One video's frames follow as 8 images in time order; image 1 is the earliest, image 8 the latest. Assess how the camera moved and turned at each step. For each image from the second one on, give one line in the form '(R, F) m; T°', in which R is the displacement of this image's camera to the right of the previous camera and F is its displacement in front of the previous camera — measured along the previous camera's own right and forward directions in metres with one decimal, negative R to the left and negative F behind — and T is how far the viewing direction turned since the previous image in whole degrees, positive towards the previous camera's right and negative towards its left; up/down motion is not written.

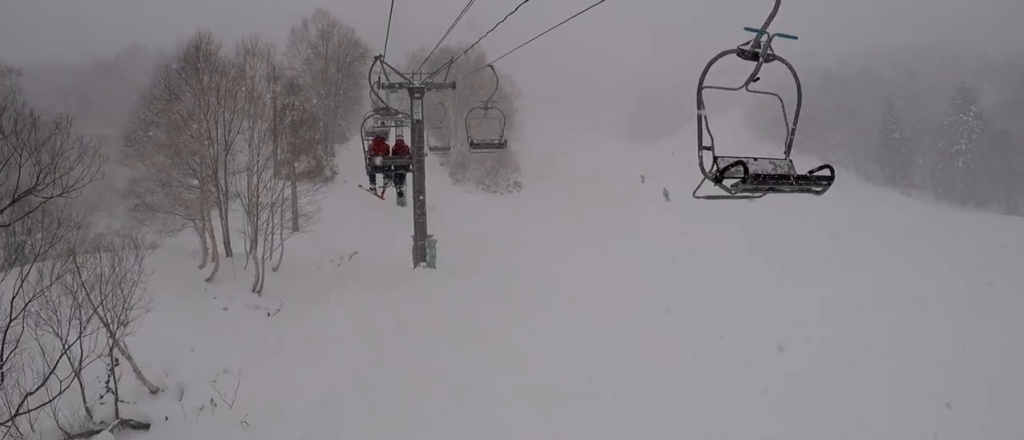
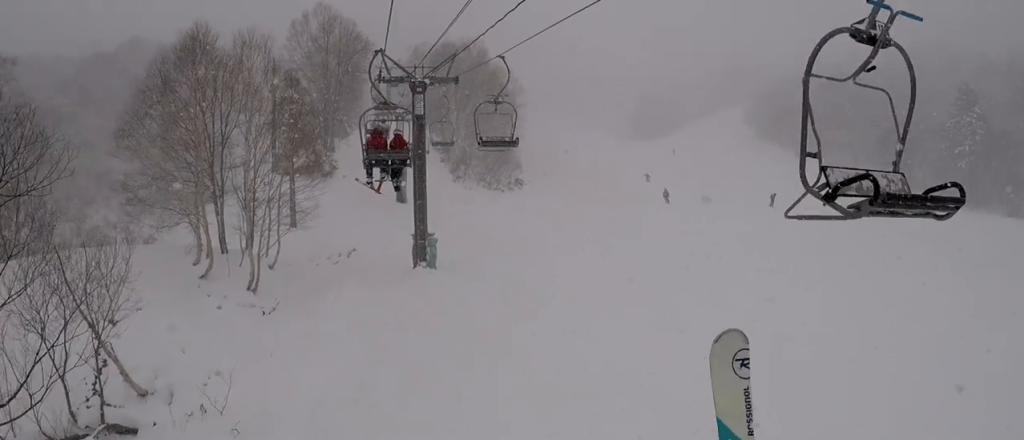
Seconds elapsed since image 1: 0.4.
(0.0, +0.8) m; 0°
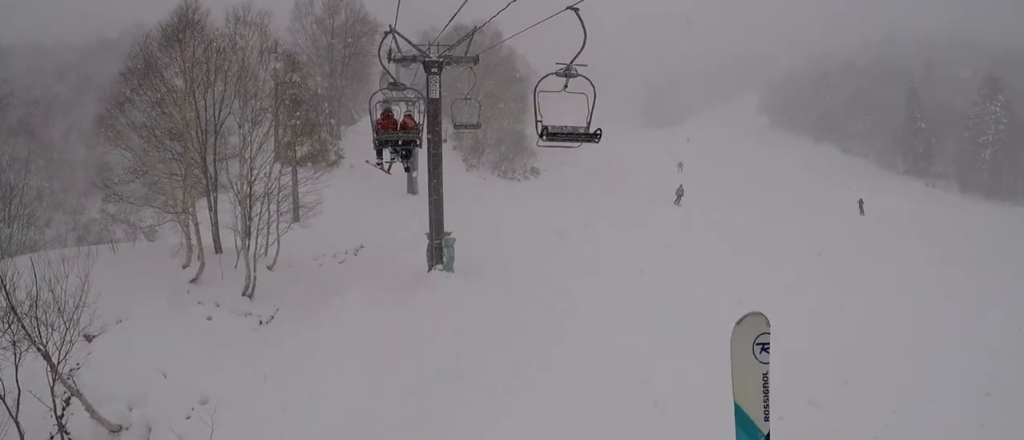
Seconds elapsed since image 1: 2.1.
(-0.2, +2.9) m; -11°
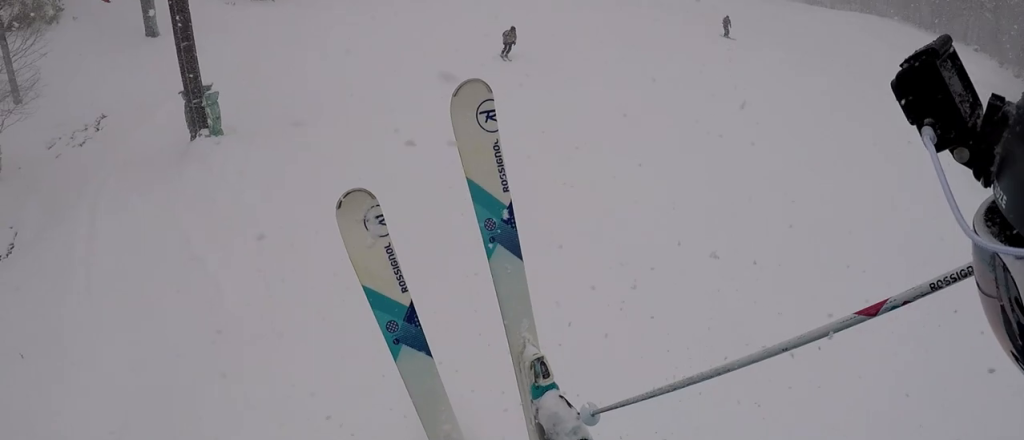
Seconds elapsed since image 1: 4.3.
(-0.5, +3.9) m; -10°
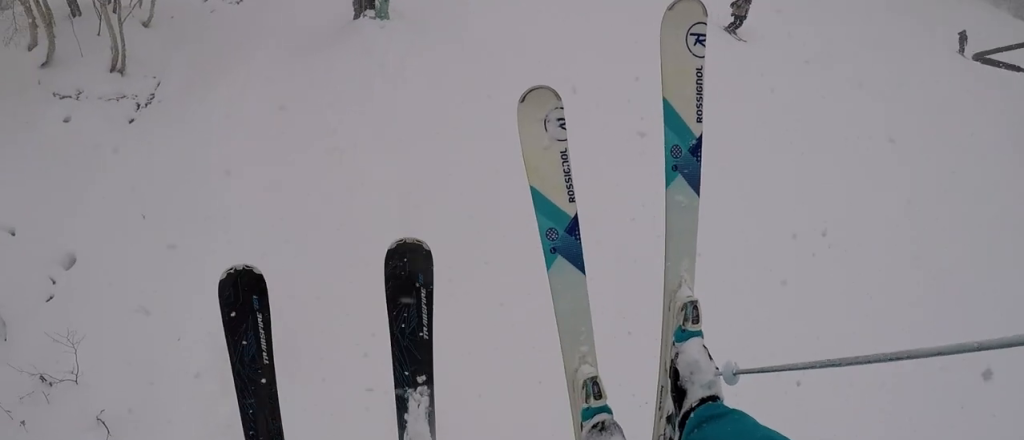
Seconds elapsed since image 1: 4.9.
(0.0, +1.1) m; 0°
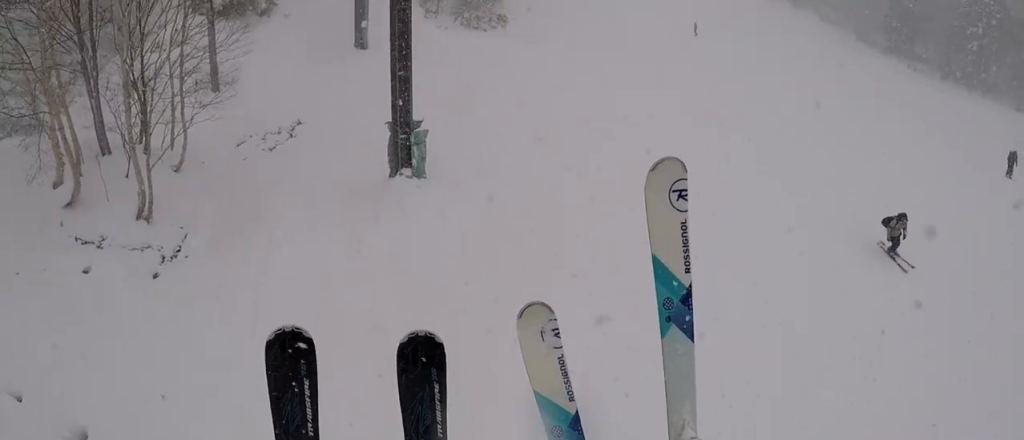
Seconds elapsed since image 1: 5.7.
(0.0, +1.5) m; 0°
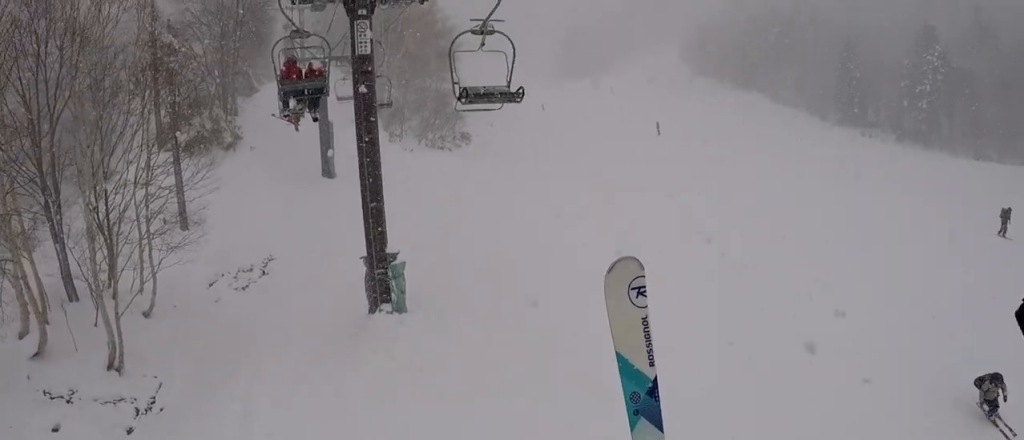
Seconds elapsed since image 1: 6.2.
(0.0, +0.9) m; 0°
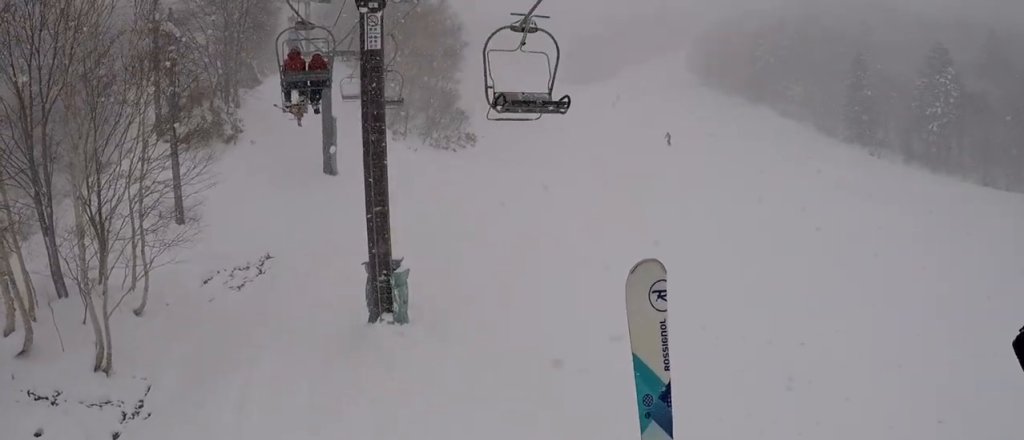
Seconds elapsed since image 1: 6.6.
(0.0, +0.8) m; 0°
